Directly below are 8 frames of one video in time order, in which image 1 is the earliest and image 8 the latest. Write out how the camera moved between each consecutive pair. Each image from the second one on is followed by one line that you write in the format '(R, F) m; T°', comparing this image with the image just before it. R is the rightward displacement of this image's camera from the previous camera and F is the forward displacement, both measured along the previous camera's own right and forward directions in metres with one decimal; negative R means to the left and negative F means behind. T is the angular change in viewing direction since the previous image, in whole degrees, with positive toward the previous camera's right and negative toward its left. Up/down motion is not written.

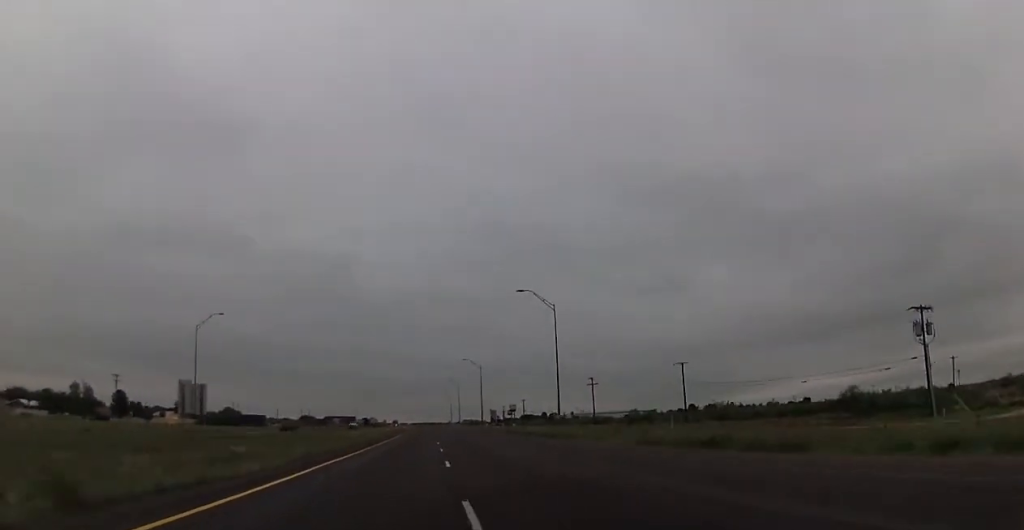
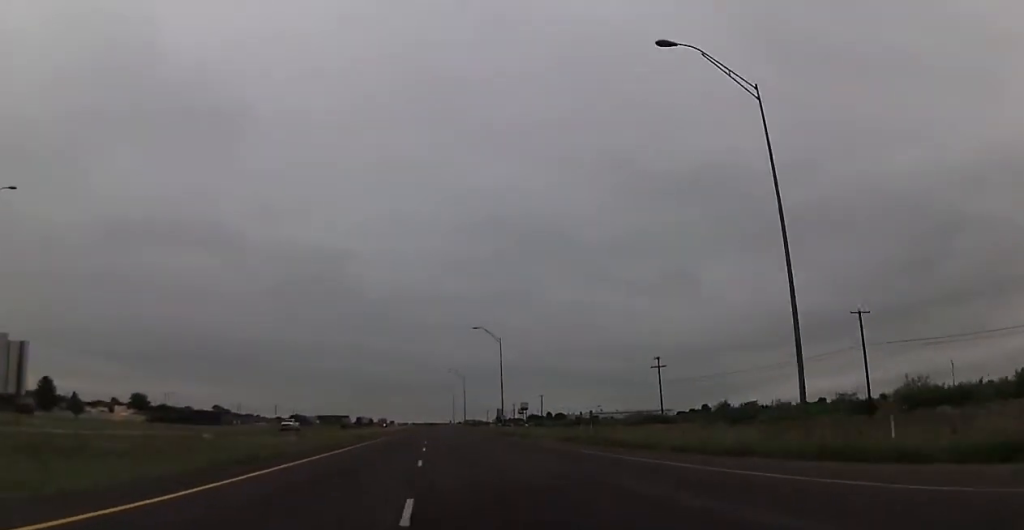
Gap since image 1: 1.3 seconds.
(-0.4, +48.1) m; -1°
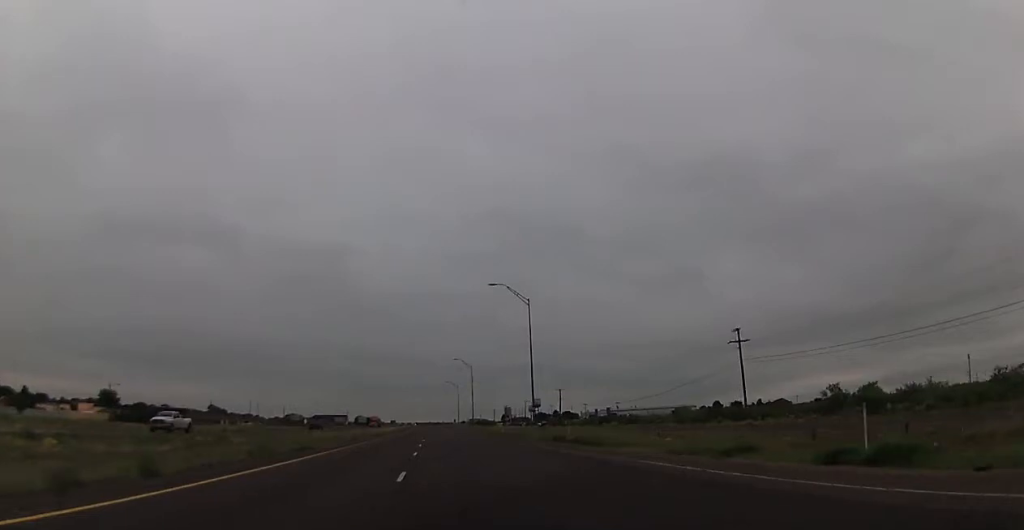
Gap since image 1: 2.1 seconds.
(+0.1, +29.7) m; +1°
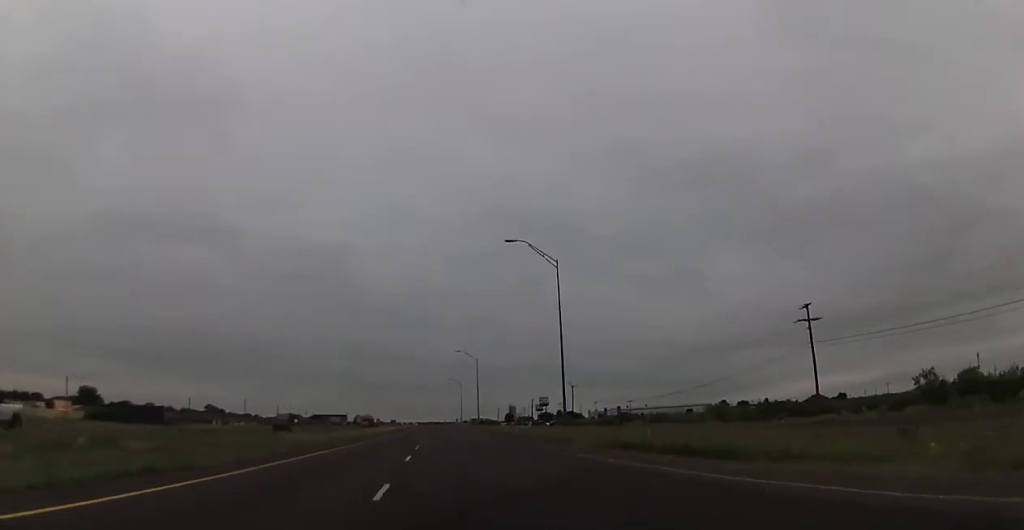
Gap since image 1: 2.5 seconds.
(+0.1, +16.1) m; 0°
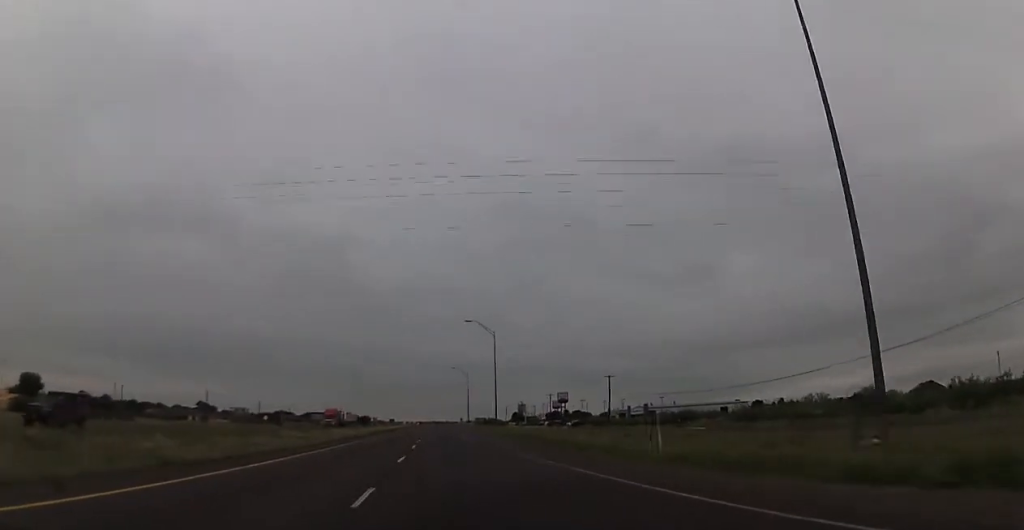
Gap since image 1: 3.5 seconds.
(+0.1, +37.1) m; 0°
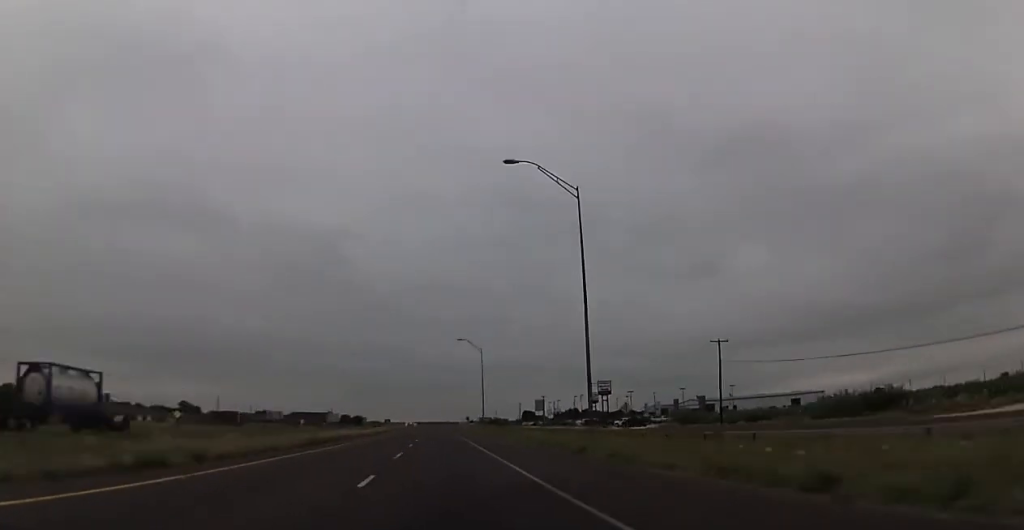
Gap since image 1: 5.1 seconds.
(-0.6, +56.9) m; -1°
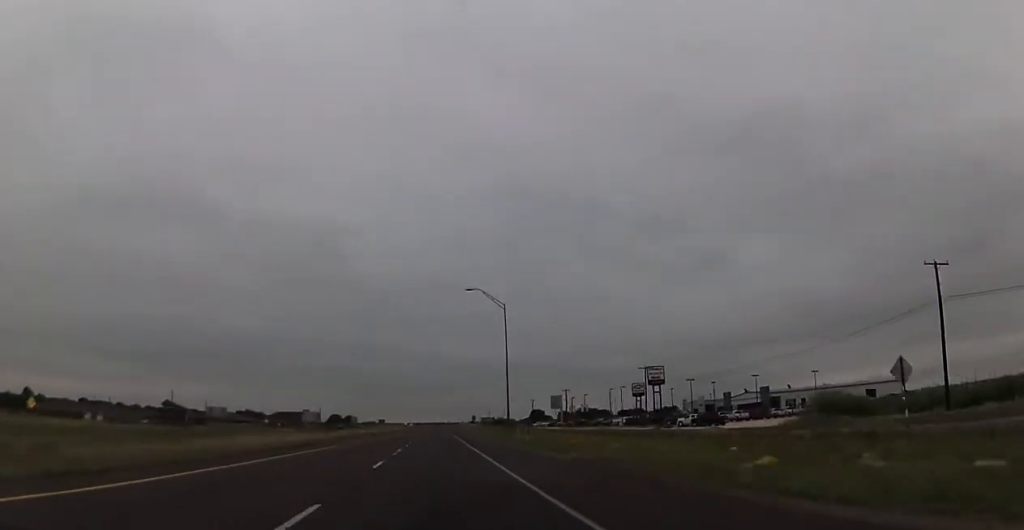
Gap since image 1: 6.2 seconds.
(0.0, +42.1) m; 0°
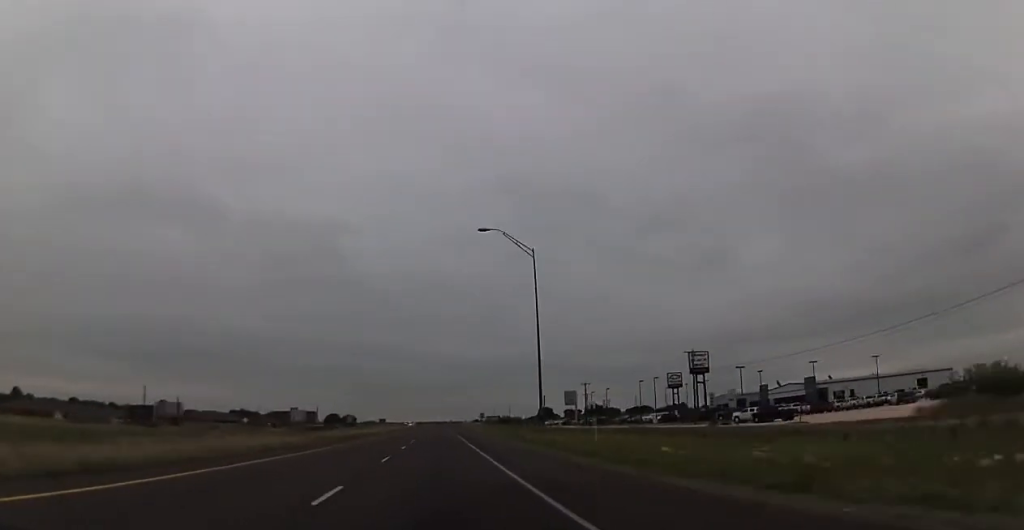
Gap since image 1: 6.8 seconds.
(+0.1, +21.1) m; 0°
